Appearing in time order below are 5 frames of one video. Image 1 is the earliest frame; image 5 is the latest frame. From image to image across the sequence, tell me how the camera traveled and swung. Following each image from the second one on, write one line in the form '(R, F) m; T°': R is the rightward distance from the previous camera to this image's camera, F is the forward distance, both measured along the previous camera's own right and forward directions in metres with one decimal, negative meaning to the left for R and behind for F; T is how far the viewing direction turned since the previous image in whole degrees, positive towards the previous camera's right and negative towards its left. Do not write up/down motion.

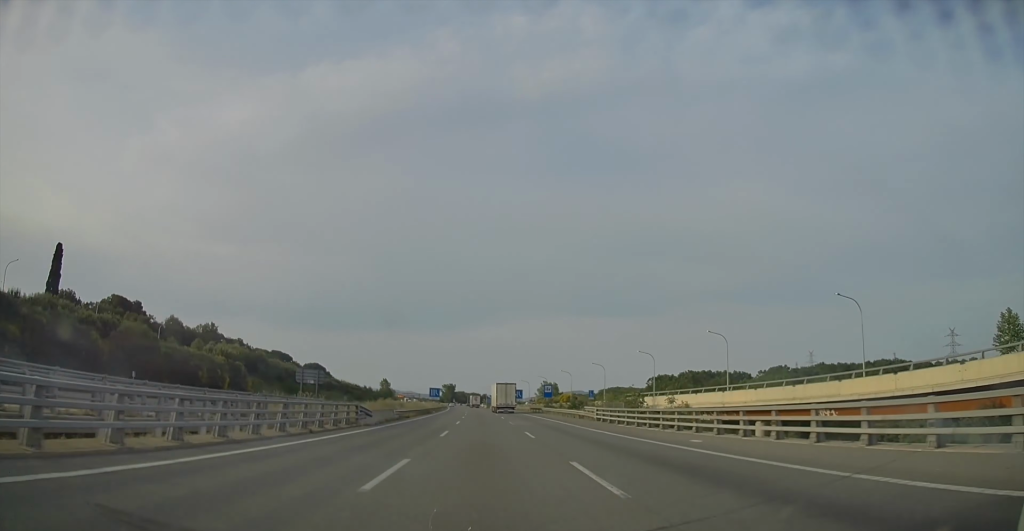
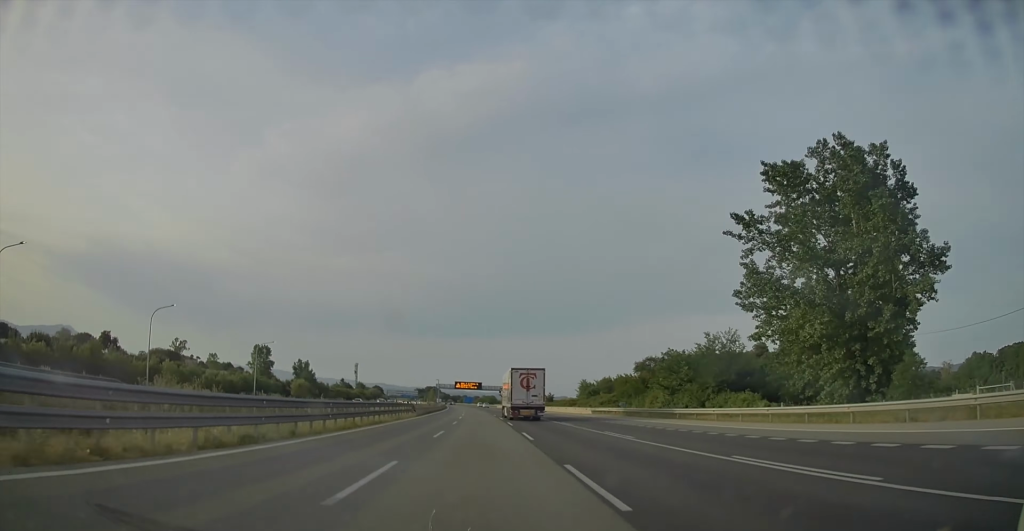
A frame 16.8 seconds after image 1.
(-55.6, +576.5) m; -11°
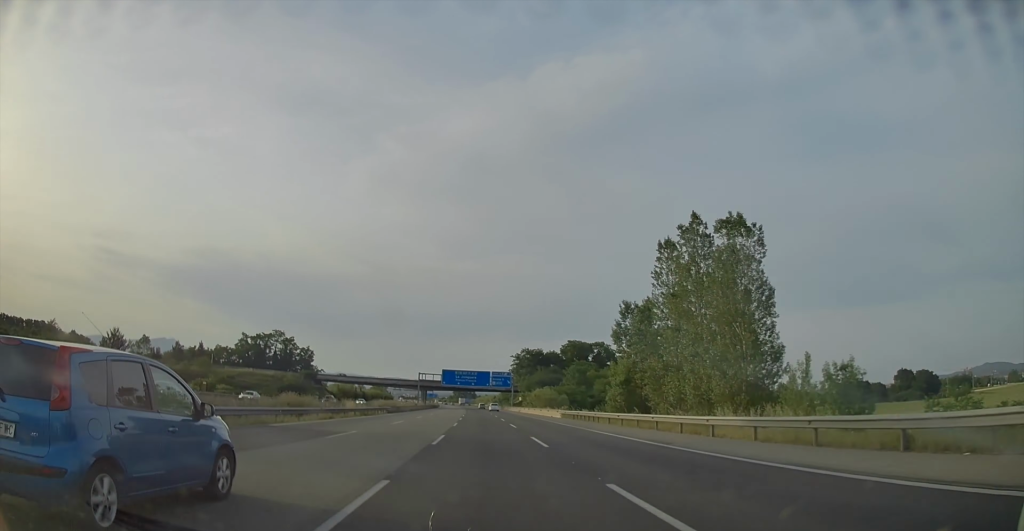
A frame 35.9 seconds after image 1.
(-63.6, +651.2) m; -11°
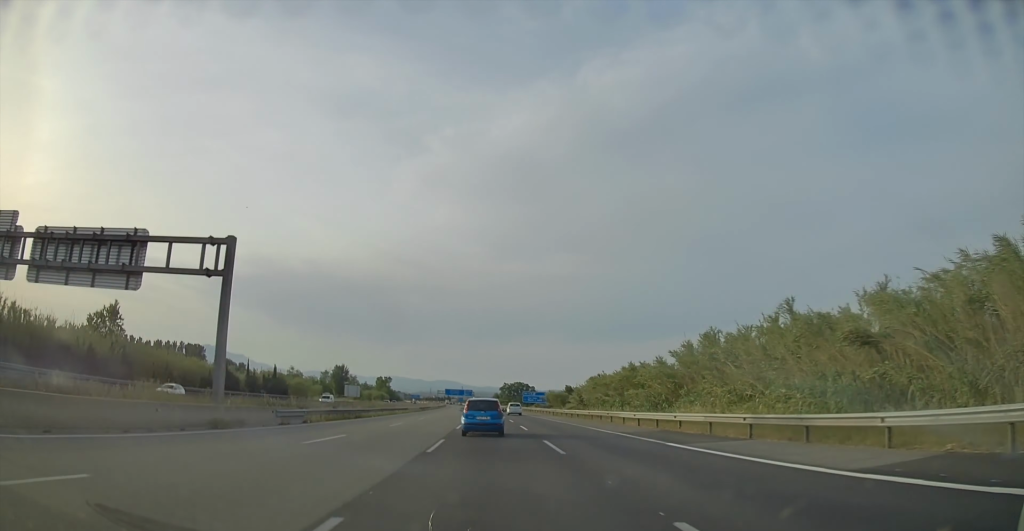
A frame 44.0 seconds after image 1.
(-10.2, +279.2) m; -4°
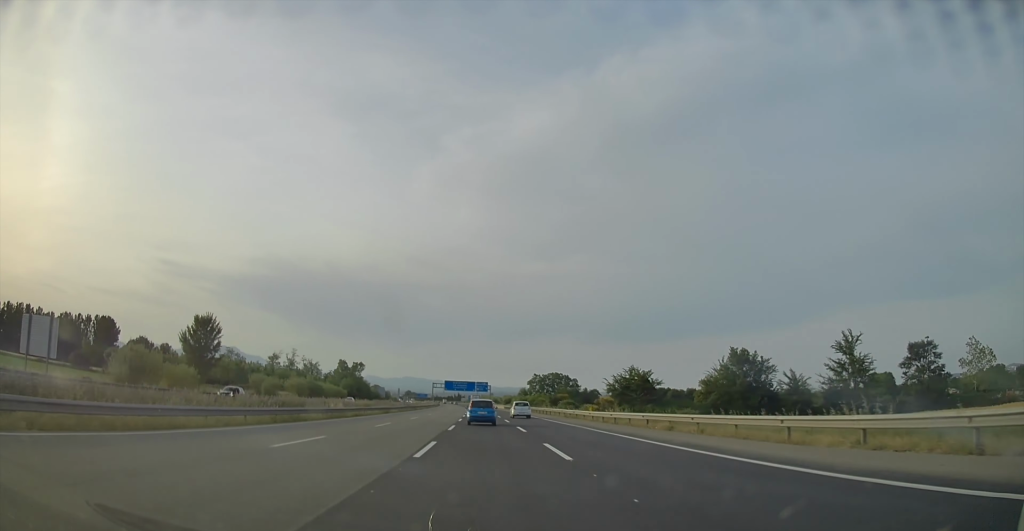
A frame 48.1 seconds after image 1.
(-3.6, +140.7) m; -2°
